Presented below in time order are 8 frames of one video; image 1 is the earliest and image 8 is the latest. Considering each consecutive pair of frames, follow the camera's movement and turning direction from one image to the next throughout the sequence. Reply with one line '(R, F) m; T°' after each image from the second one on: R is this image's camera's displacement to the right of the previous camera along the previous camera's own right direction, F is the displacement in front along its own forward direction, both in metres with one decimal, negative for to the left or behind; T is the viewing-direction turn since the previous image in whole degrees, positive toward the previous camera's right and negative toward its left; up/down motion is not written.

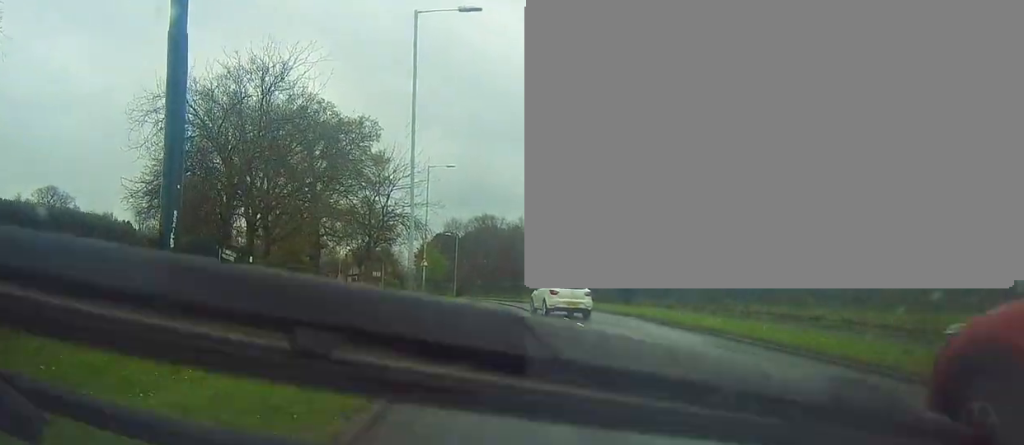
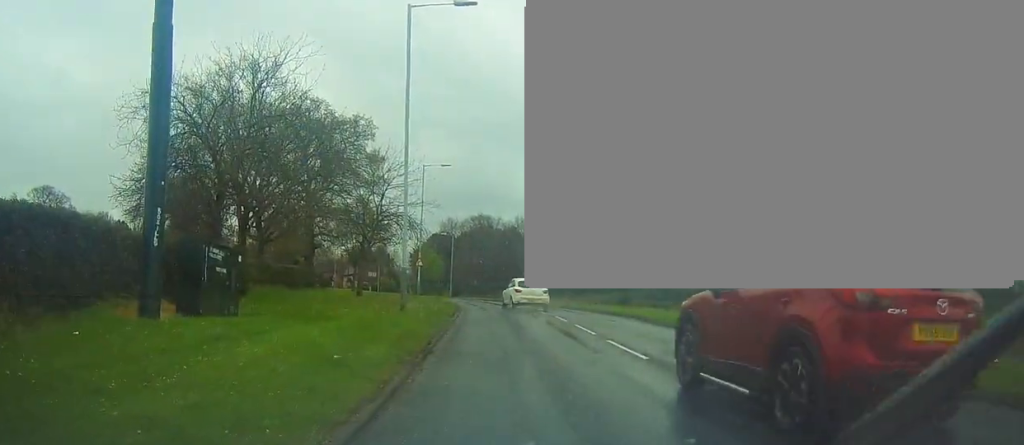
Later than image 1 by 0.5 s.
(-0.1, +0.6) m; 0°
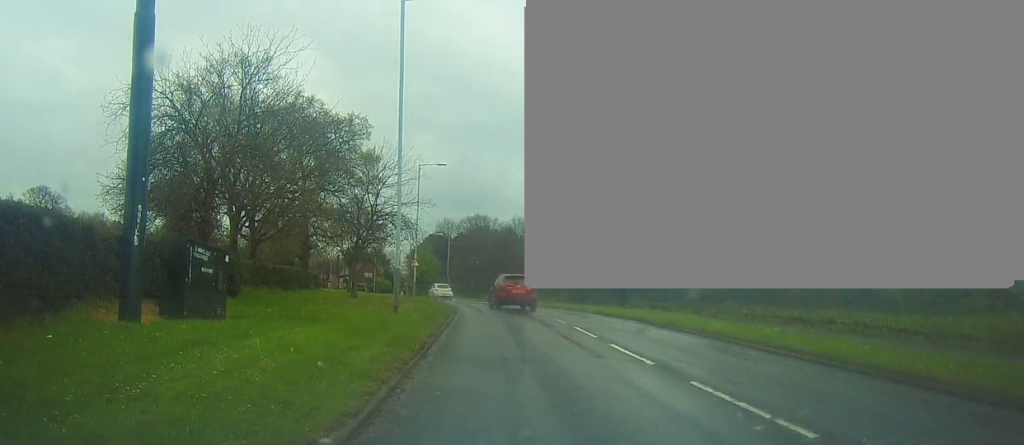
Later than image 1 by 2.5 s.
(-0.1, +0.7) m; 0°
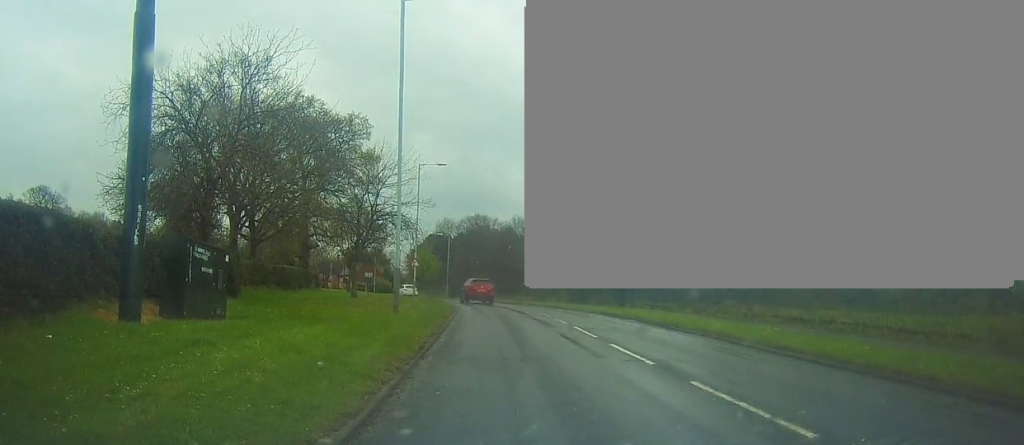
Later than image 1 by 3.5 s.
(0.0, 0.0) m; 0°
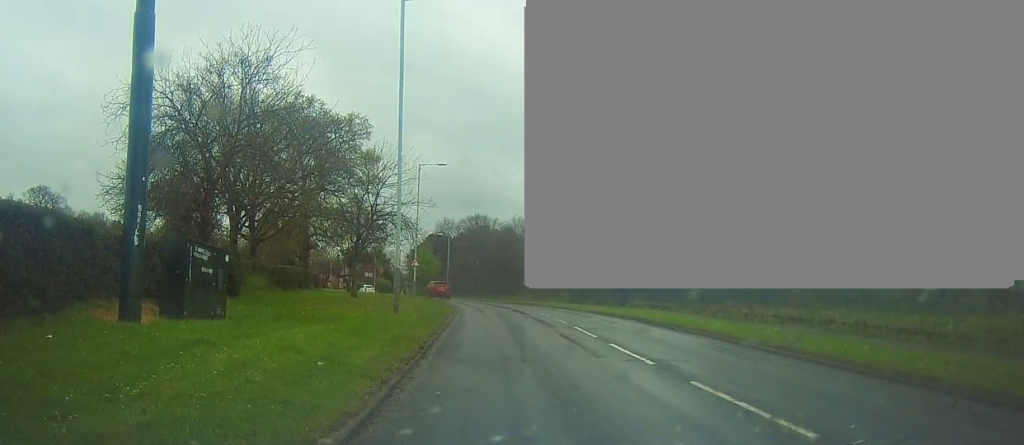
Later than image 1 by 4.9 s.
(0.0, 0.0) m; 0°
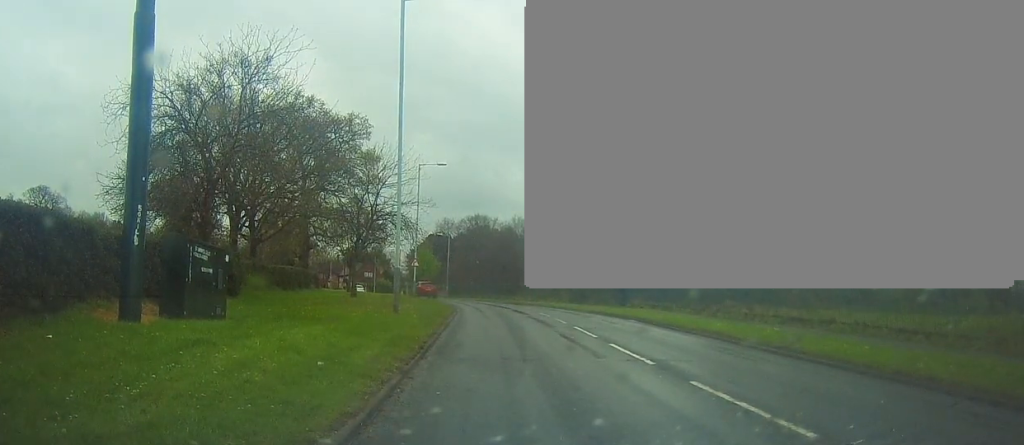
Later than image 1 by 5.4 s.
(0.0, 0.0) m; 0°
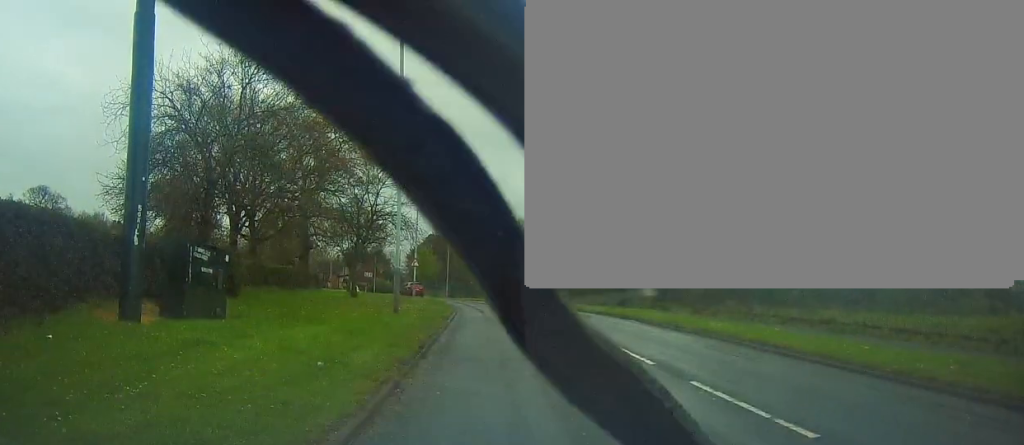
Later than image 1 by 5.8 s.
(0.0, 0.0) m; 0°
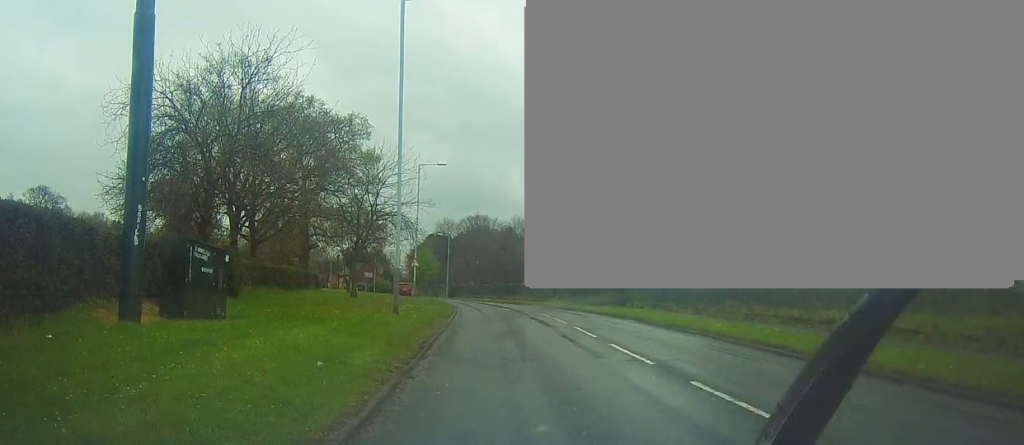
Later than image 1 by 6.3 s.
(0.0, 0.0) m; 0°
